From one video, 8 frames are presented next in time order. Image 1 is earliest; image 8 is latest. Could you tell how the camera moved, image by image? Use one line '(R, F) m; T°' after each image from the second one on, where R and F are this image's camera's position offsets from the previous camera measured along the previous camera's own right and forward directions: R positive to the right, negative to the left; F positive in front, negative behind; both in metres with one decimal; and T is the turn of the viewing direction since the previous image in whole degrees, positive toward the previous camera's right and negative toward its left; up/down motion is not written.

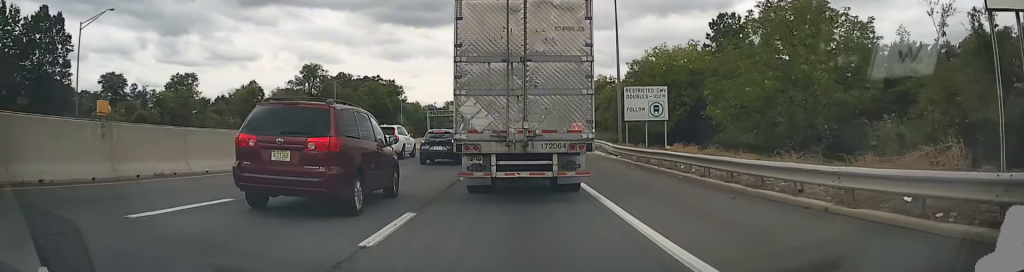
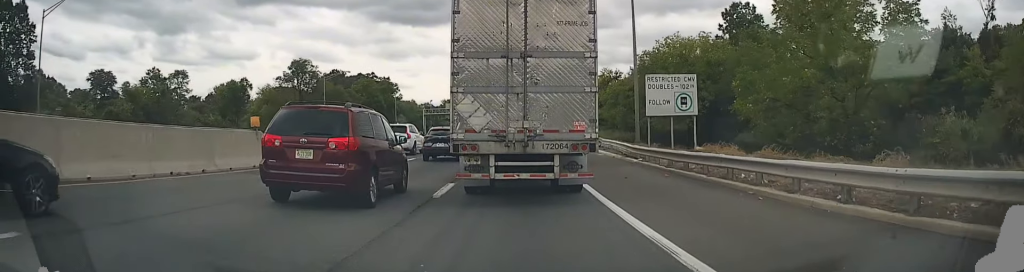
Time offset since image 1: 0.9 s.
(+0.1, +5.8) m; +1°
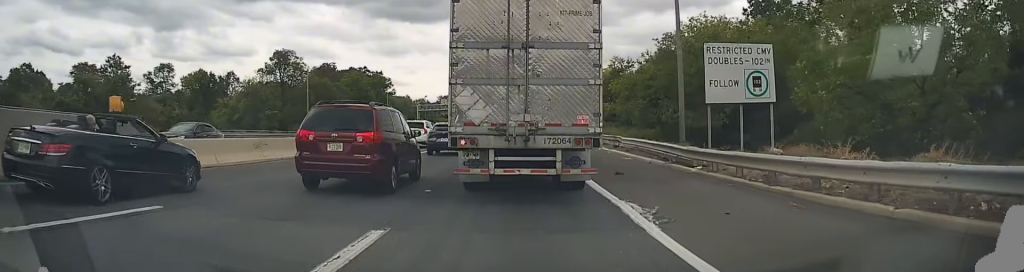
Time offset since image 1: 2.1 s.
(0.0, +8.8) m; +1°
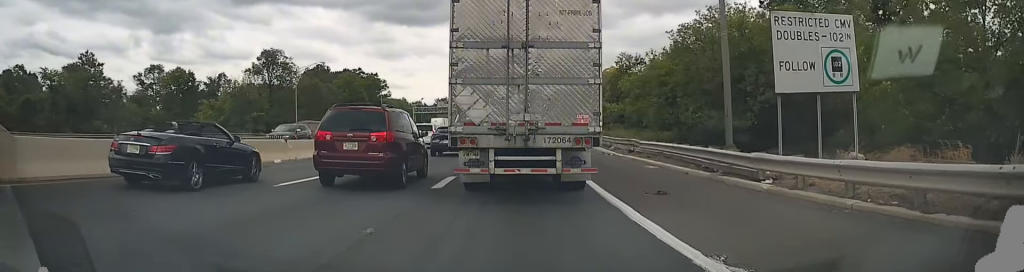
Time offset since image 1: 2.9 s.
(0.0, +5.3) m; 0°
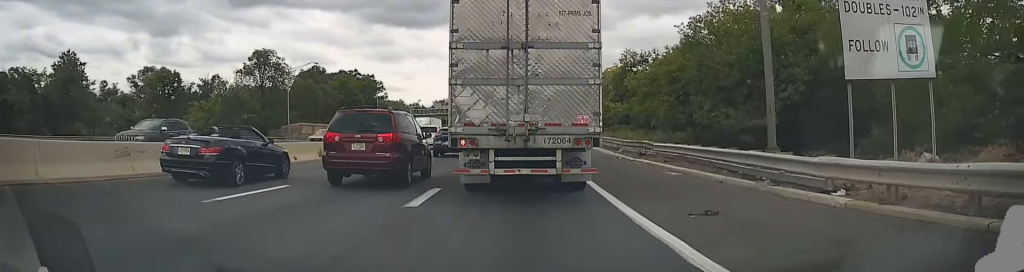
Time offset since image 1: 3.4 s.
(+0.1, +3.1) m; 0°
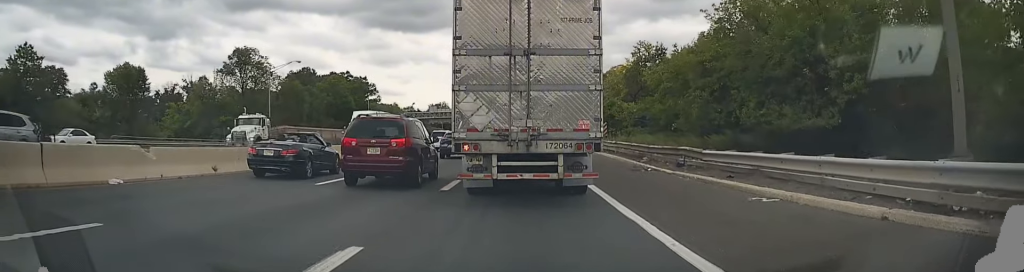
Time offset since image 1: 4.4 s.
(-0.2, +7.0) m; -2°
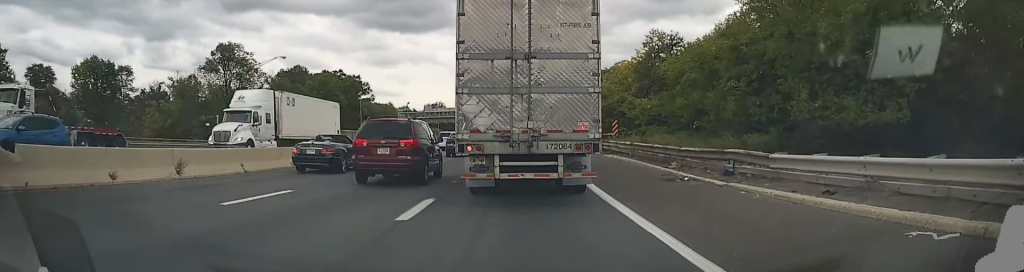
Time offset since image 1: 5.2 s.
(0.0, +5.3) m; +1°
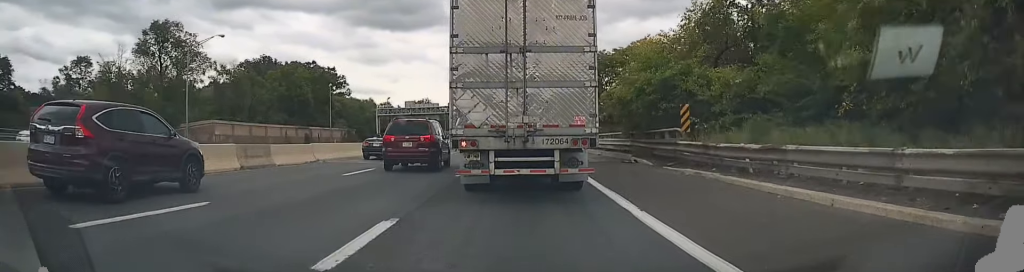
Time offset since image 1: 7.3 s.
(+0.4, +16.0) m; +1°
